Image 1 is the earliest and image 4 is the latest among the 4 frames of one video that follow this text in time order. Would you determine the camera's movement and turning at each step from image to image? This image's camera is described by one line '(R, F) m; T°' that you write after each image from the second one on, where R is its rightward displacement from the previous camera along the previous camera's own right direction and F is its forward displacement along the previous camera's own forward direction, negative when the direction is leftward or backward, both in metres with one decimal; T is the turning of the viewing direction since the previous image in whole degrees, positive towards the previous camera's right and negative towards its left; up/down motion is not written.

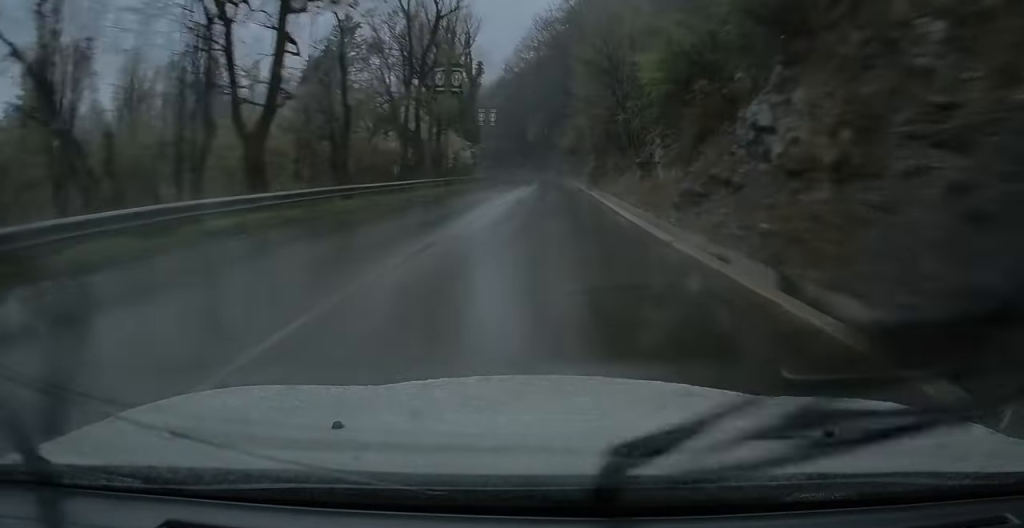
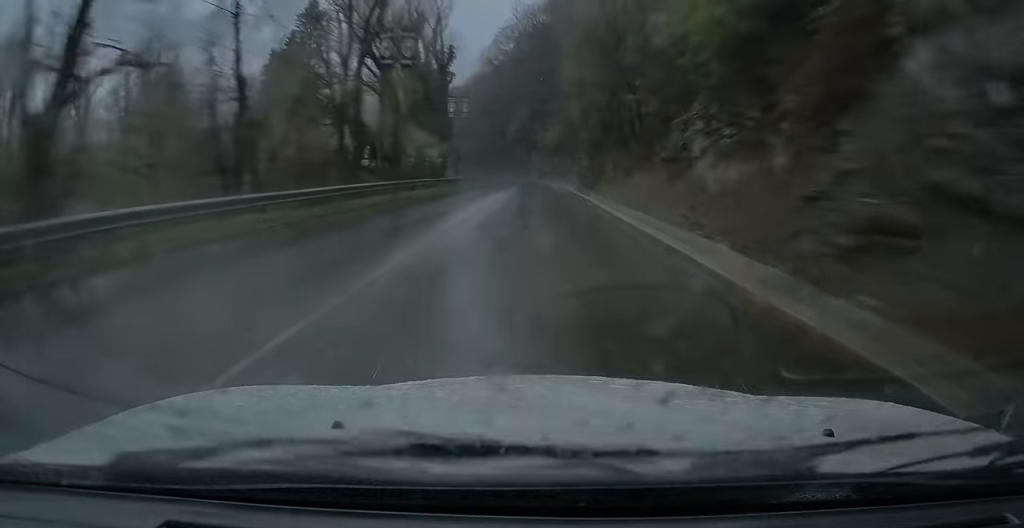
(+0.3, +10.3) m; +2°
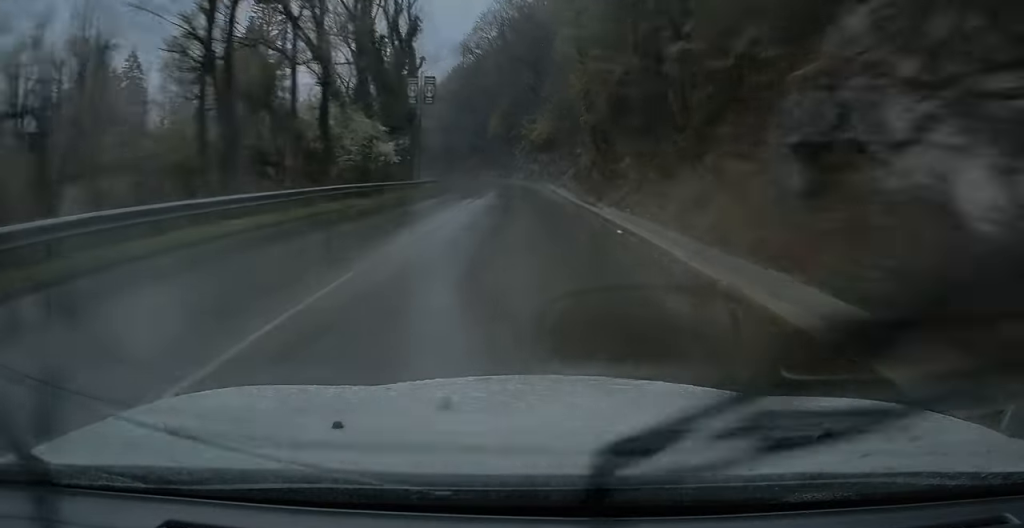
(+0.2, +12.6) m; +1°
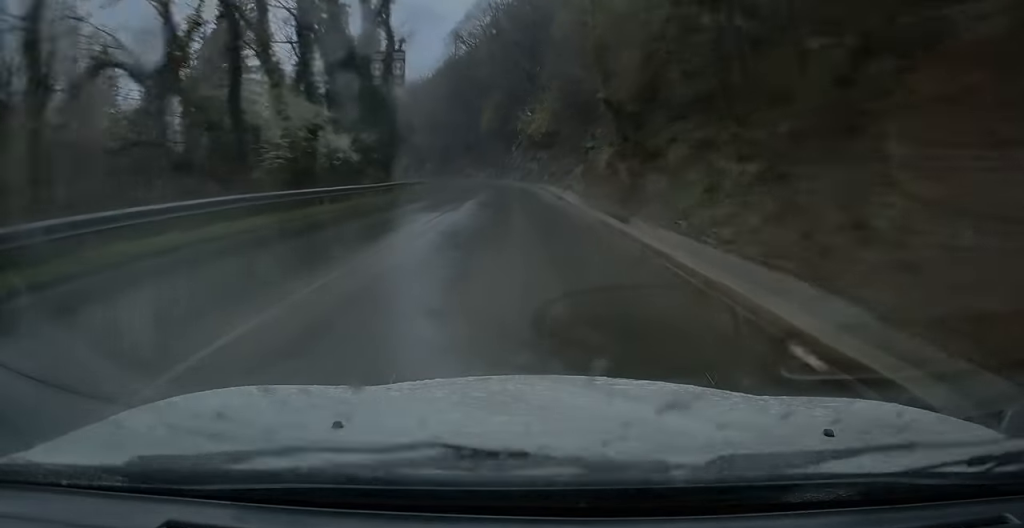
(+0.2, +9.7) m; -1°
